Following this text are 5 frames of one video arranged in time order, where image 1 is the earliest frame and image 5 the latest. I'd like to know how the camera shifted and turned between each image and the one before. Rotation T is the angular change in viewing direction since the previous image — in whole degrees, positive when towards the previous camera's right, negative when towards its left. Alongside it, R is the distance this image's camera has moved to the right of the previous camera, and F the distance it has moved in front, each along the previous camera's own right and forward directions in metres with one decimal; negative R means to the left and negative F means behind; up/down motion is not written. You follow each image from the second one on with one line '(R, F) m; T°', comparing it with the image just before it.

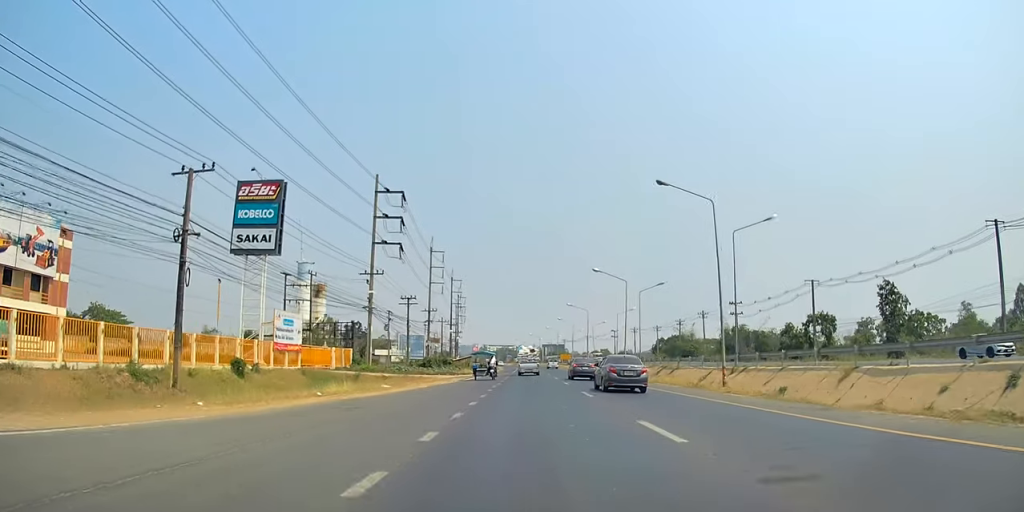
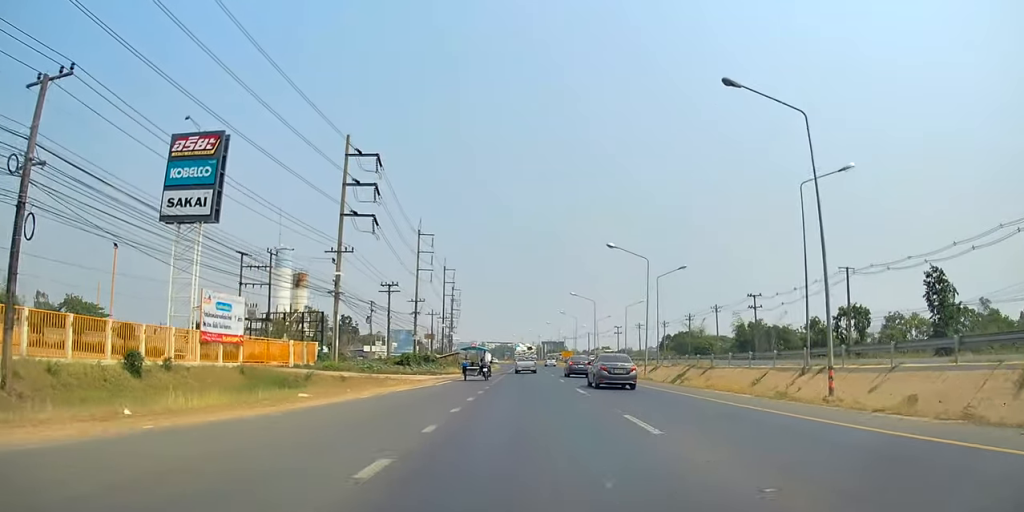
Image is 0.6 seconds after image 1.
(+0.5, +12.0) m; +1°
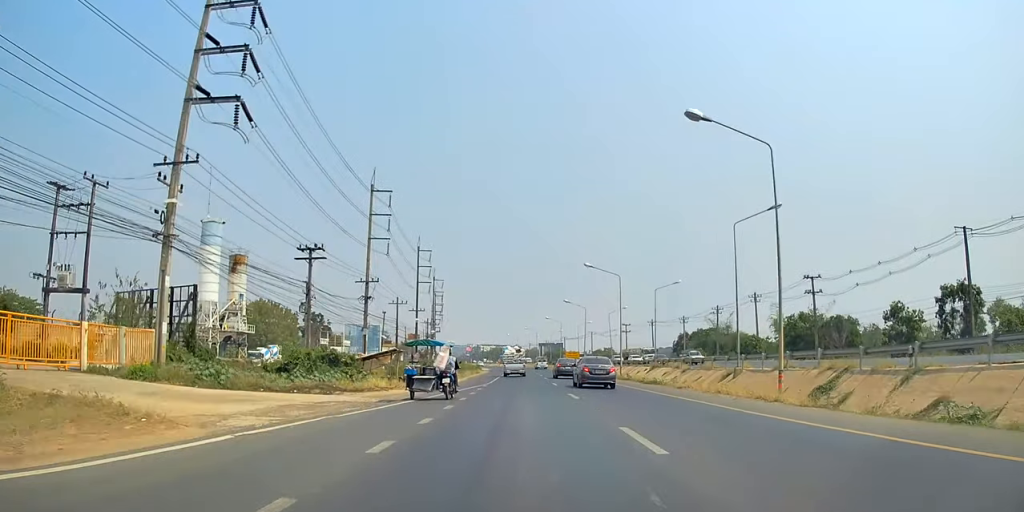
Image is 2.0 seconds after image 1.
(+0.3, +27.2) m; +1°
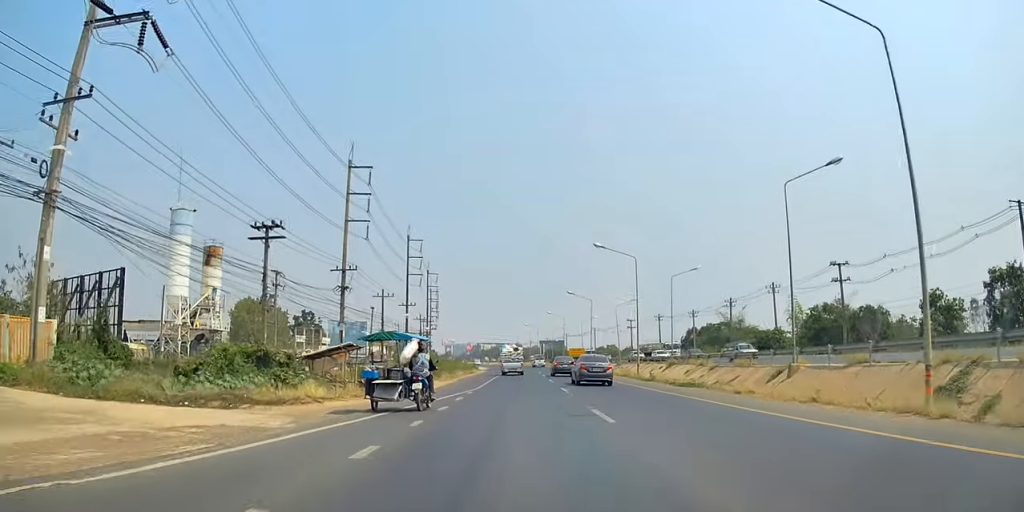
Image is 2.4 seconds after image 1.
(0.0, +8.3) m; 0°
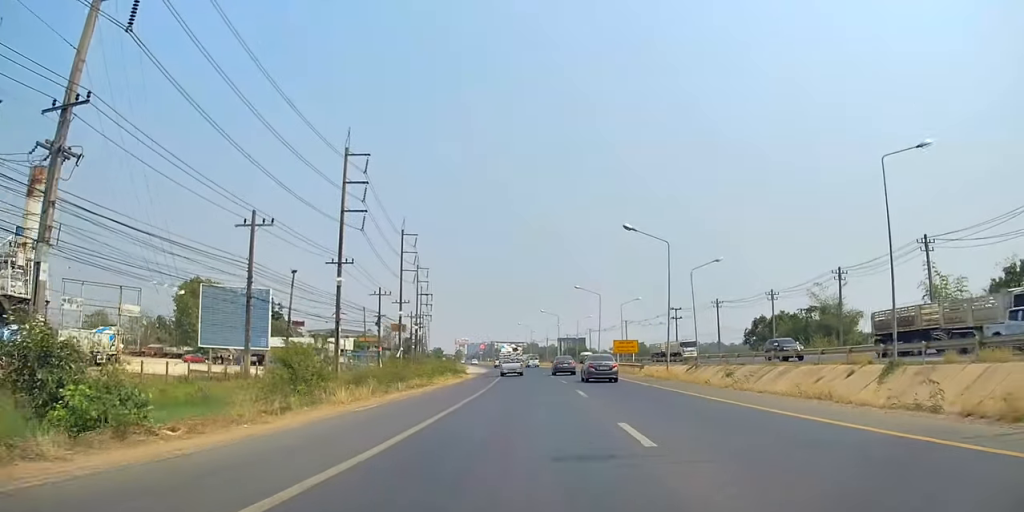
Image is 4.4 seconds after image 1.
(+0.2, +40.5) m; 0°
